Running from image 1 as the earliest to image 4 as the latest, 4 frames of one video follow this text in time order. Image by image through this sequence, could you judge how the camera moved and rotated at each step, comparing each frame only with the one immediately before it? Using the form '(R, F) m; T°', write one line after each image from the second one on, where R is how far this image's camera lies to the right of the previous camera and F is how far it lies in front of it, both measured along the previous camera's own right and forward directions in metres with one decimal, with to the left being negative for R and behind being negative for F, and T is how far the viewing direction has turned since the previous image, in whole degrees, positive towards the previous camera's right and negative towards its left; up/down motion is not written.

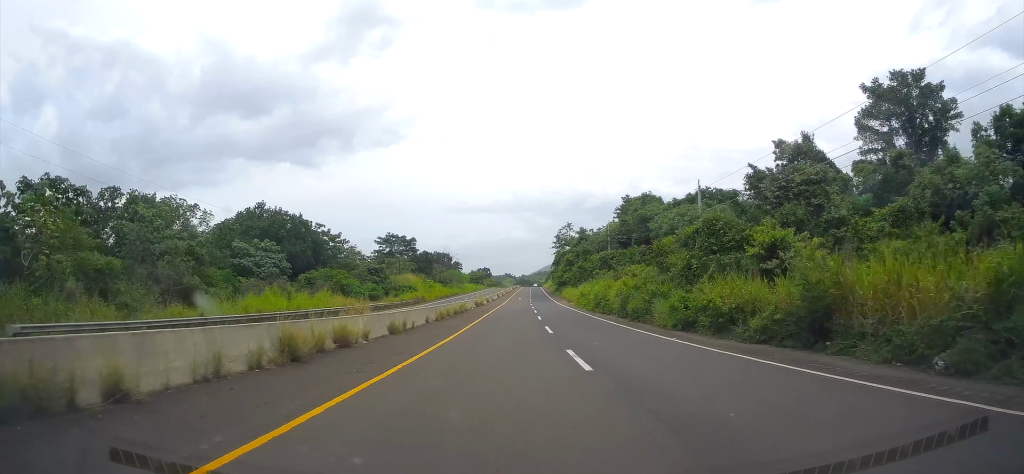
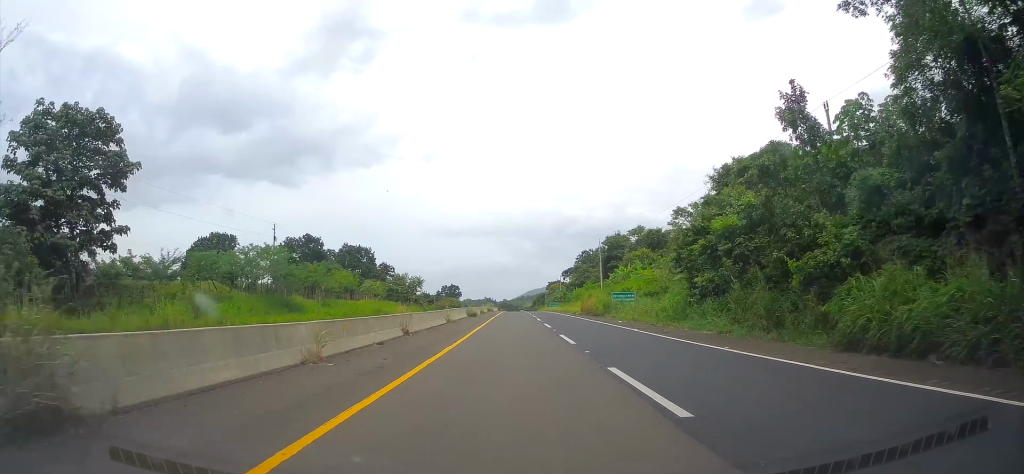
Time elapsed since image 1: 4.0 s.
(+2.0, +138.2) m; +2°
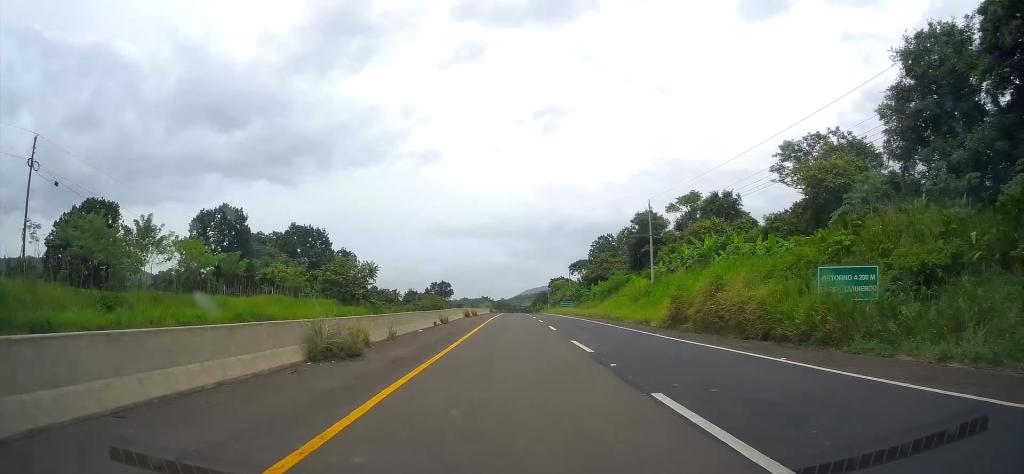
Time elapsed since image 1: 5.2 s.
(+0.3, +40.1) m; 0°
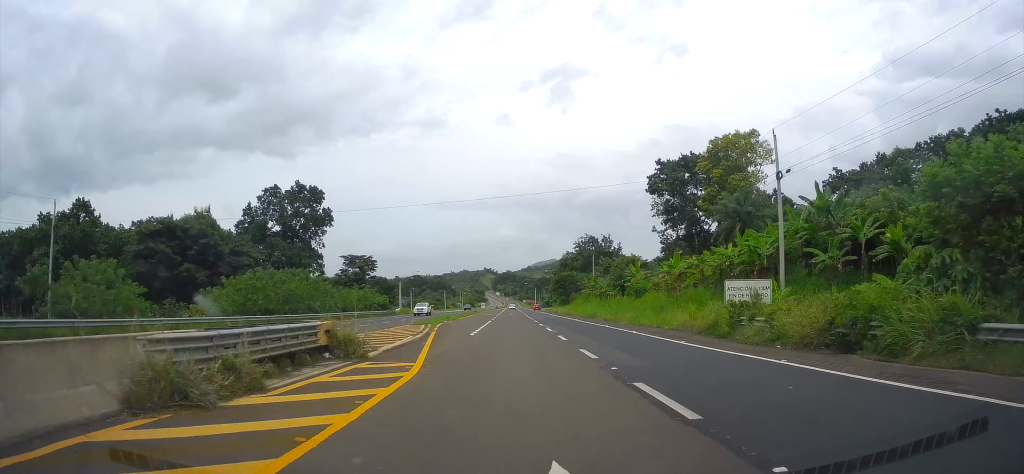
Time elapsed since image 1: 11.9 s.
(-0.3, +229.4) m; 0°
